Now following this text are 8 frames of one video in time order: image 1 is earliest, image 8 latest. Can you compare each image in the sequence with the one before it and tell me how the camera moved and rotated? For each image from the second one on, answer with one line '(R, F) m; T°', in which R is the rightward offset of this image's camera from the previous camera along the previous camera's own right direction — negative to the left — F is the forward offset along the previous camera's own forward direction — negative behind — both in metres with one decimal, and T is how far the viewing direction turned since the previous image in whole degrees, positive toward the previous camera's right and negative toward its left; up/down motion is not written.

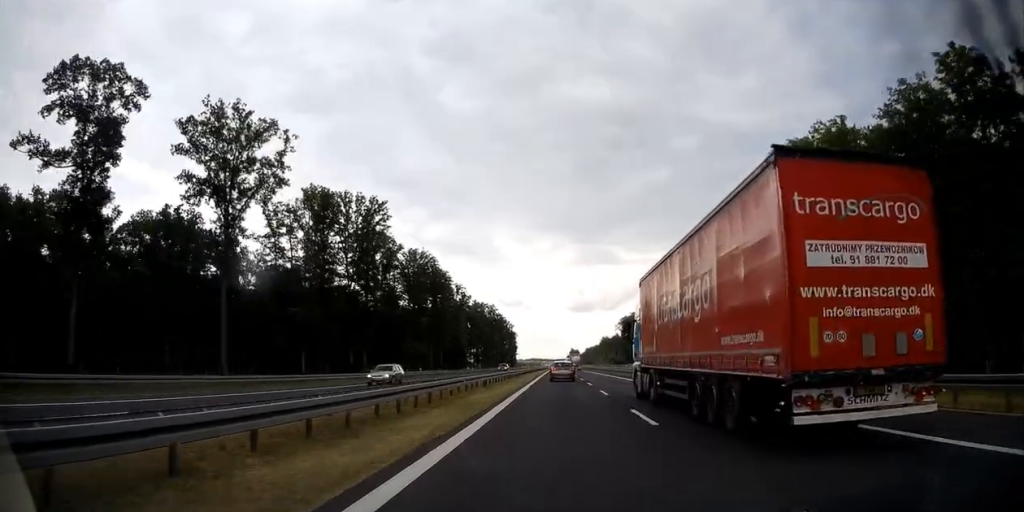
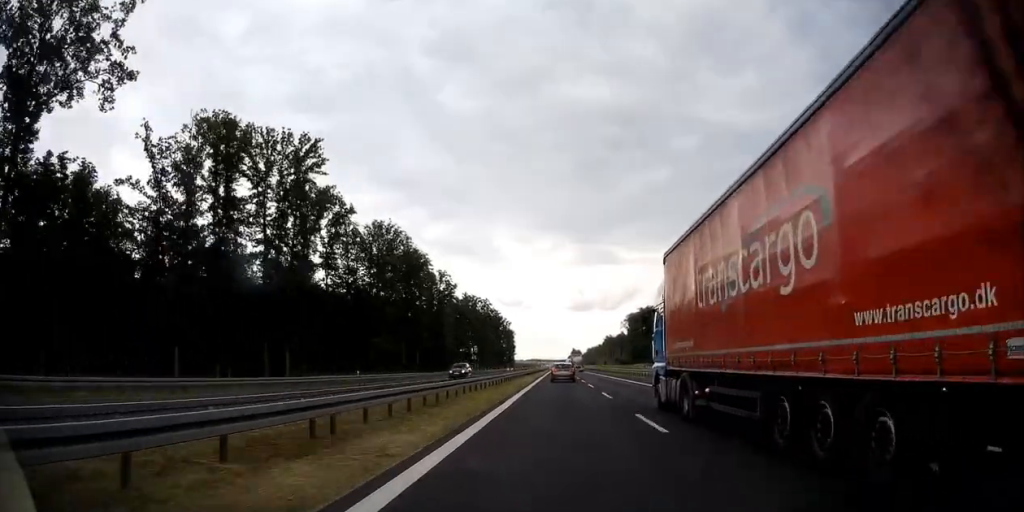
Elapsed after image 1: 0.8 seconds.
(+0.3, +24.9) m; 0°
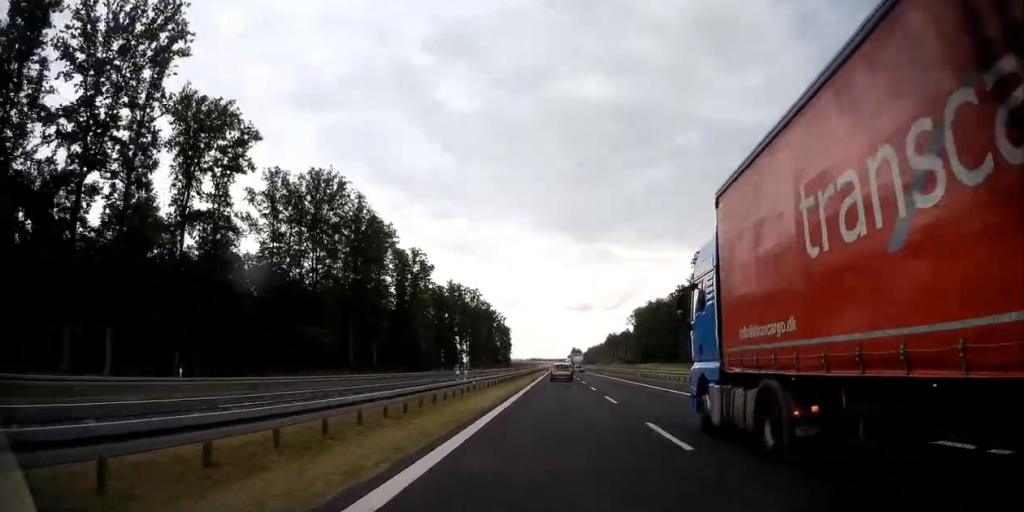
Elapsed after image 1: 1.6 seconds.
(-0.2, +26.3) m; -1°
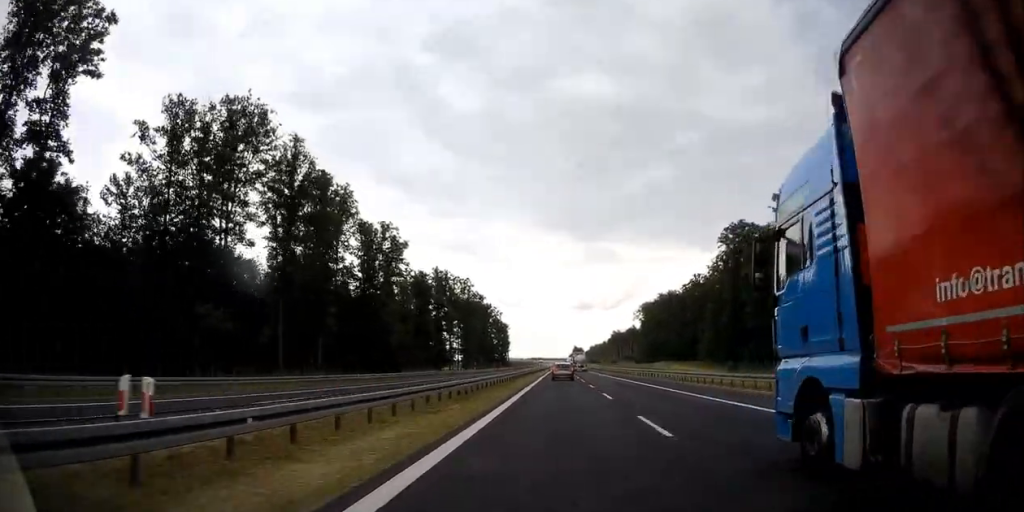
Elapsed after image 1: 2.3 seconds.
(-0.2, +21.5) m; 0°
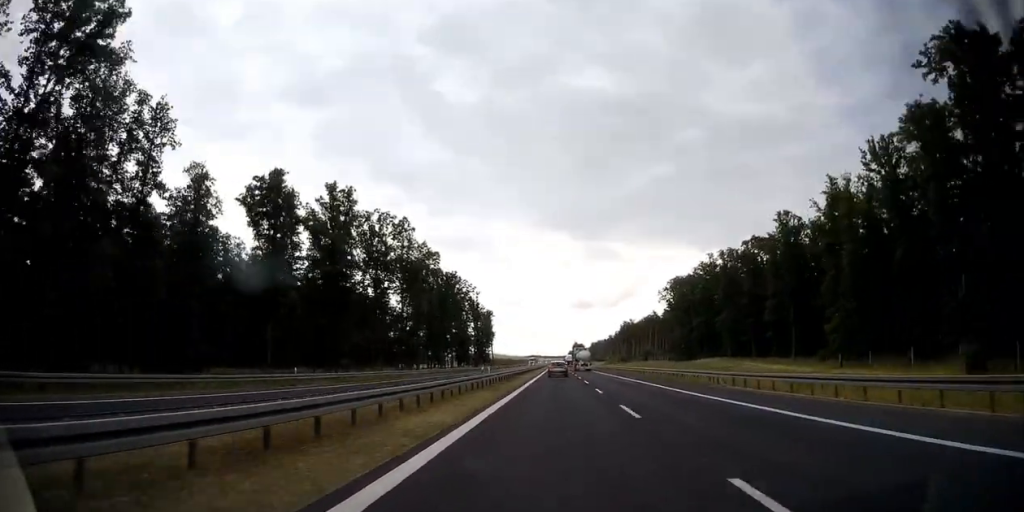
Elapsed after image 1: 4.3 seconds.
(+0.5, +67.2) m; +1°
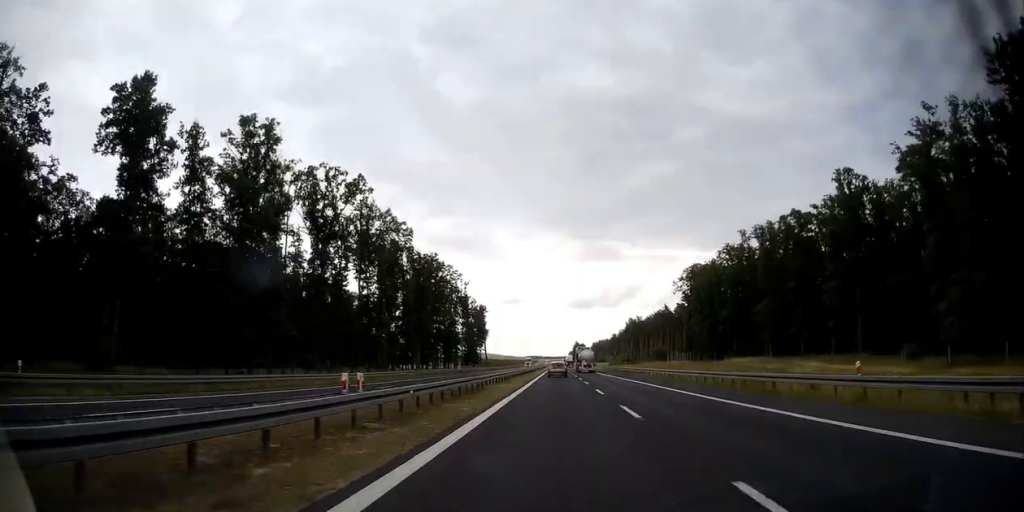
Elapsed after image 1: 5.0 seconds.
(0.0, +23.9) m; 0°
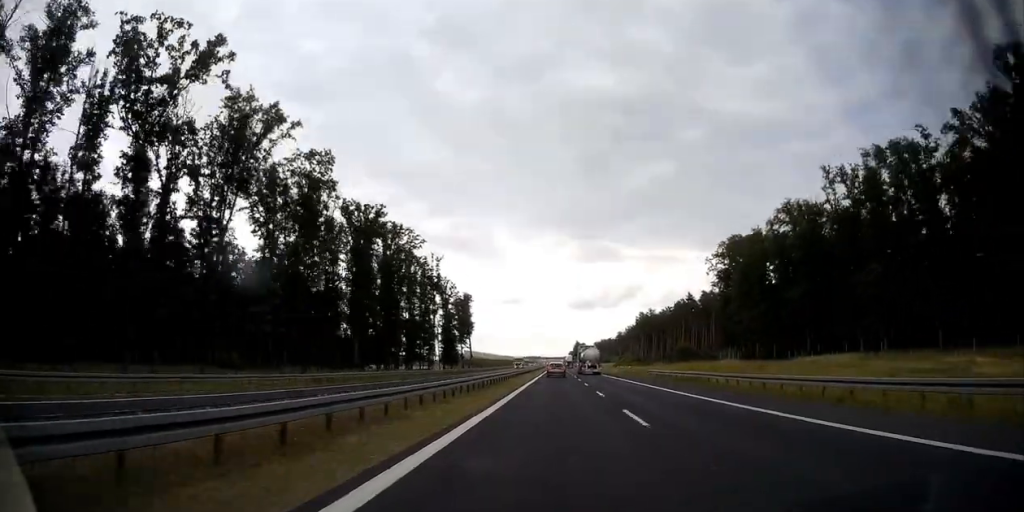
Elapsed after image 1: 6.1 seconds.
(-0.2, +37.1) m; 0°
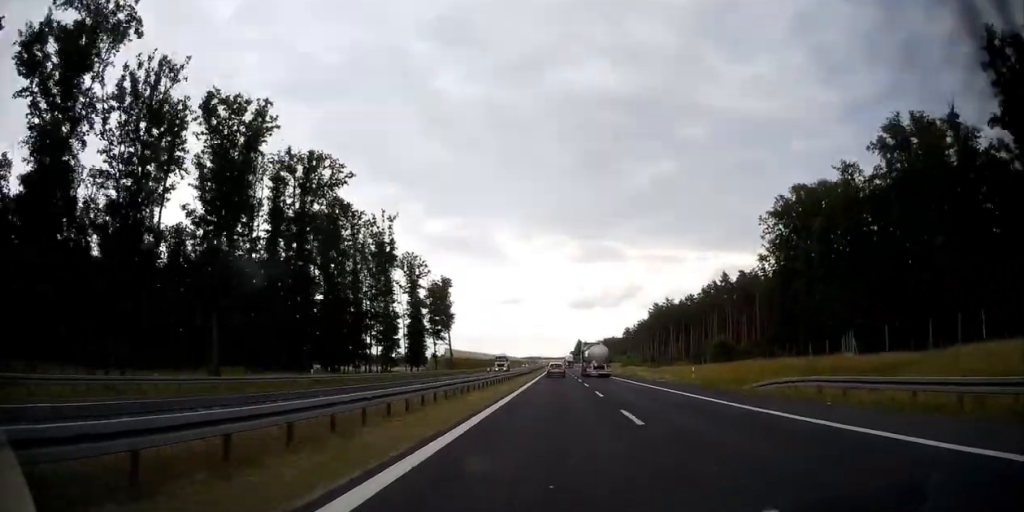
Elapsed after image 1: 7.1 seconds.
(0.0, +35.5) m; 0°
